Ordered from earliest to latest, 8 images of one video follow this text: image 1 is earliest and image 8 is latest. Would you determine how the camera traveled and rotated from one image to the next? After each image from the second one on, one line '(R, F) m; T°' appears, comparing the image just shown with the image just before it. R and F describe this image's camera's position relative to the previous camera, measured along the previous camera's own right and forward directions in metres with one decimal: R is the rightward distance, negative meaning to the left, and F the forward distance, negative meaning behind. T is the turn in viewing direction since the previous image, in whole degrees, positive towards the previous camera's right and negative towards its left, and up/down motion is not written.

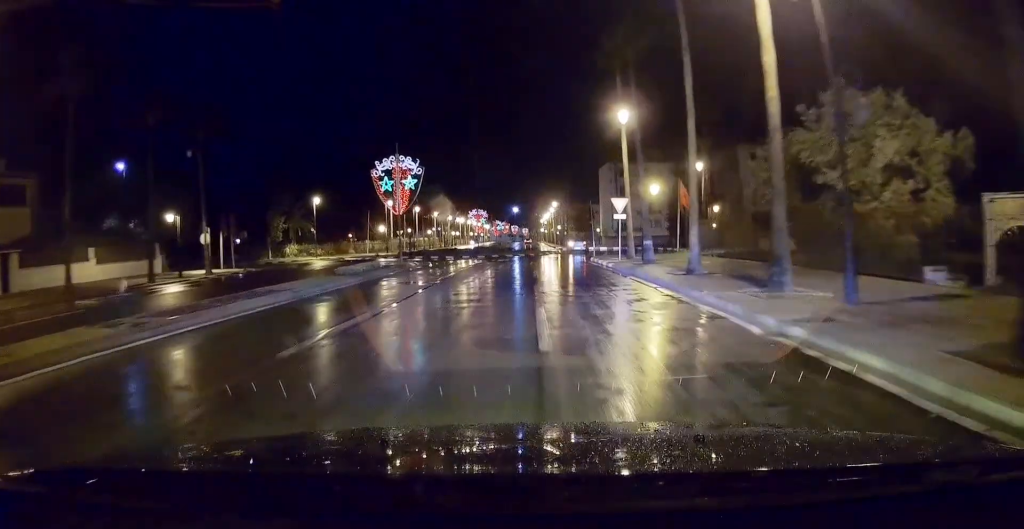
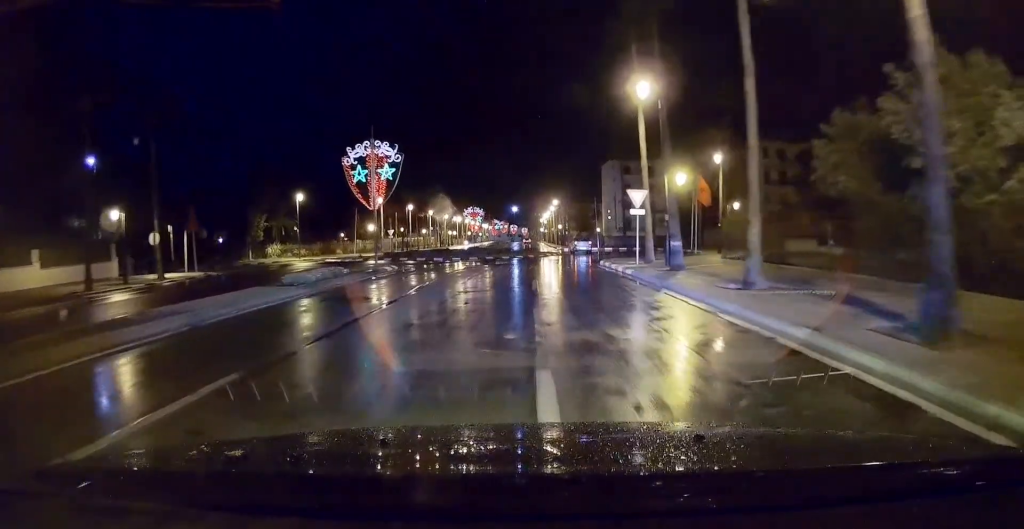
(+0.1, +5.6) m; 0°
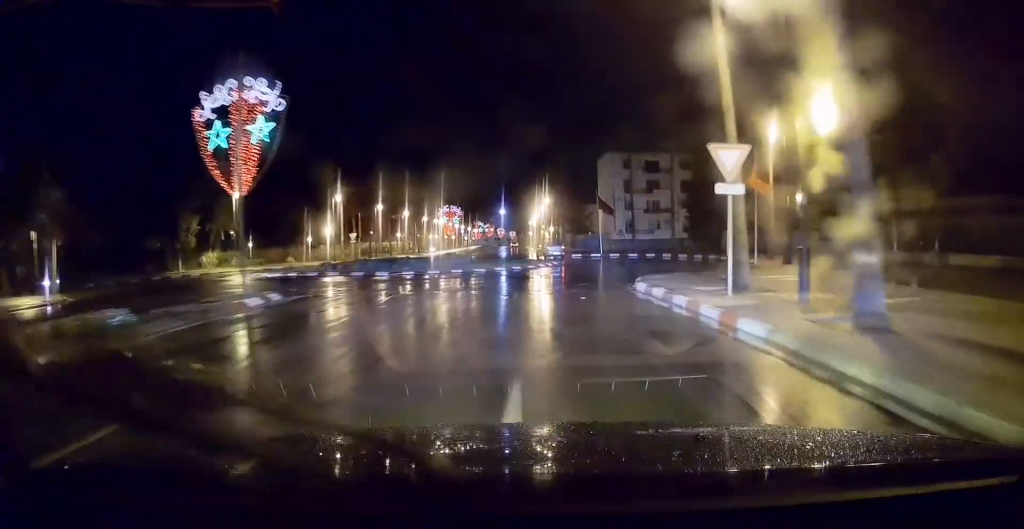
(-0.1, +13.6) m; 0°
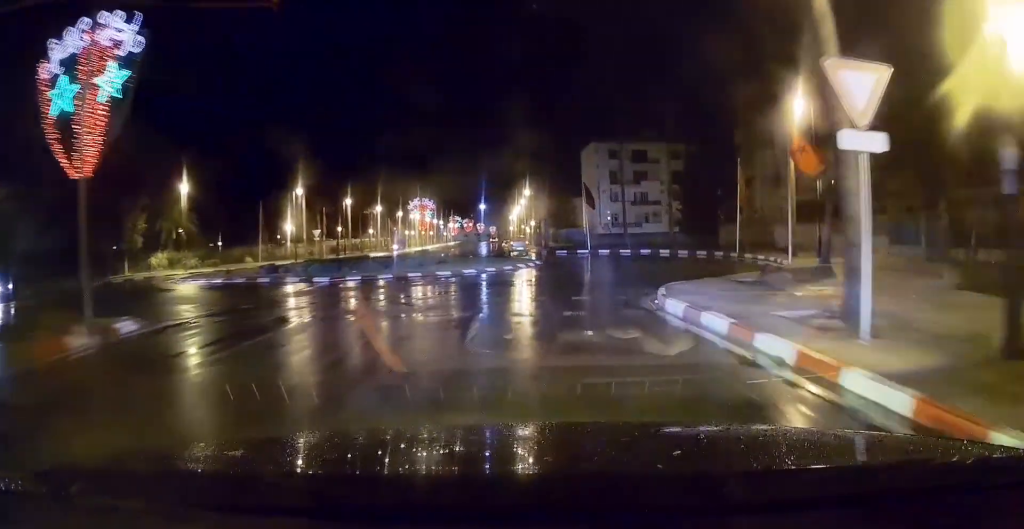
(0.0, +6.2) m; +1°
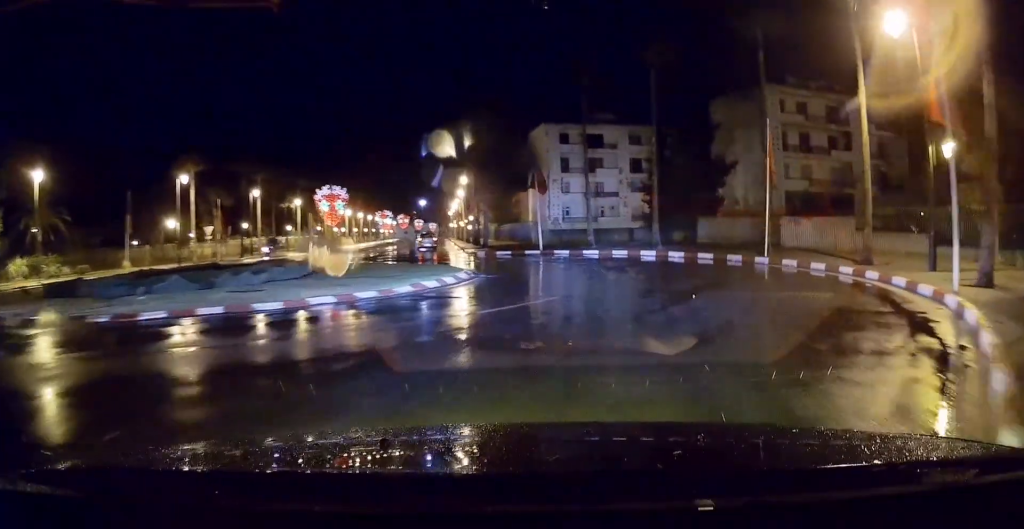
(+0.5, +13.0) m; +4°
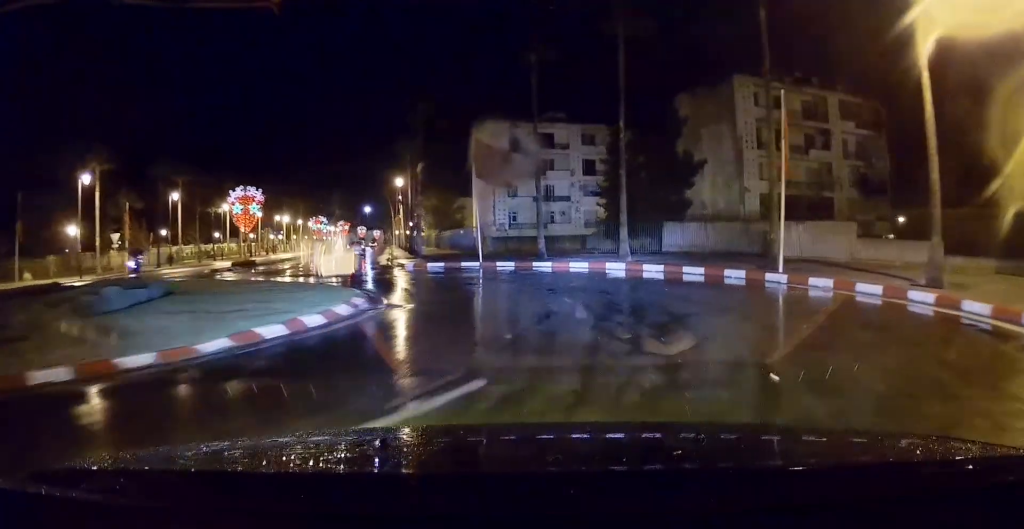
(+0.1, +6.9) m; 0°
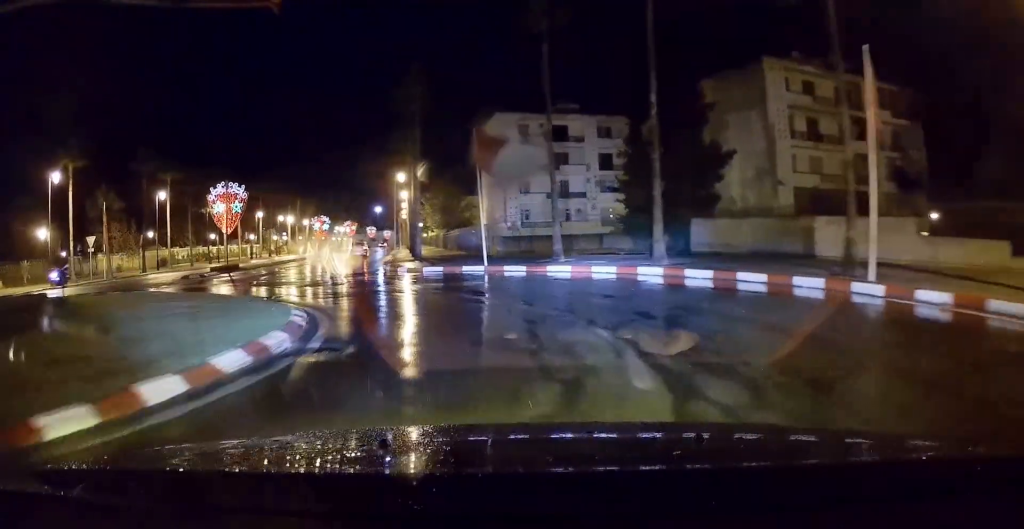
(+0.1, +4.8) m; -2°
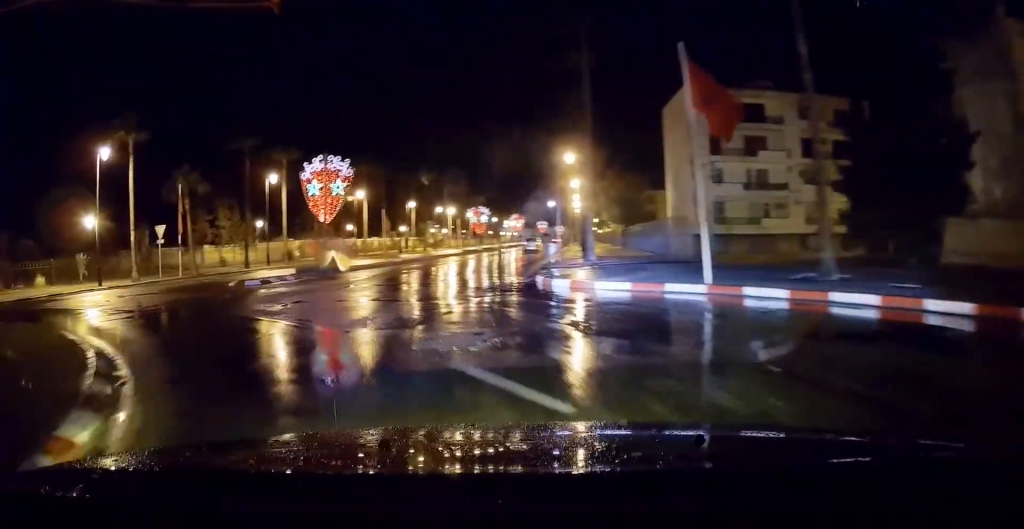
(-1.2, +11.1) m; -11°
